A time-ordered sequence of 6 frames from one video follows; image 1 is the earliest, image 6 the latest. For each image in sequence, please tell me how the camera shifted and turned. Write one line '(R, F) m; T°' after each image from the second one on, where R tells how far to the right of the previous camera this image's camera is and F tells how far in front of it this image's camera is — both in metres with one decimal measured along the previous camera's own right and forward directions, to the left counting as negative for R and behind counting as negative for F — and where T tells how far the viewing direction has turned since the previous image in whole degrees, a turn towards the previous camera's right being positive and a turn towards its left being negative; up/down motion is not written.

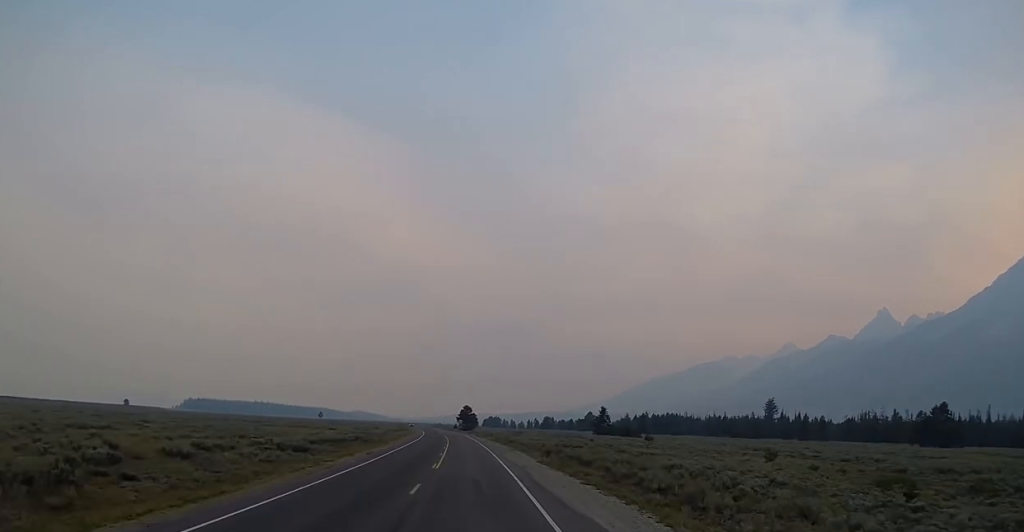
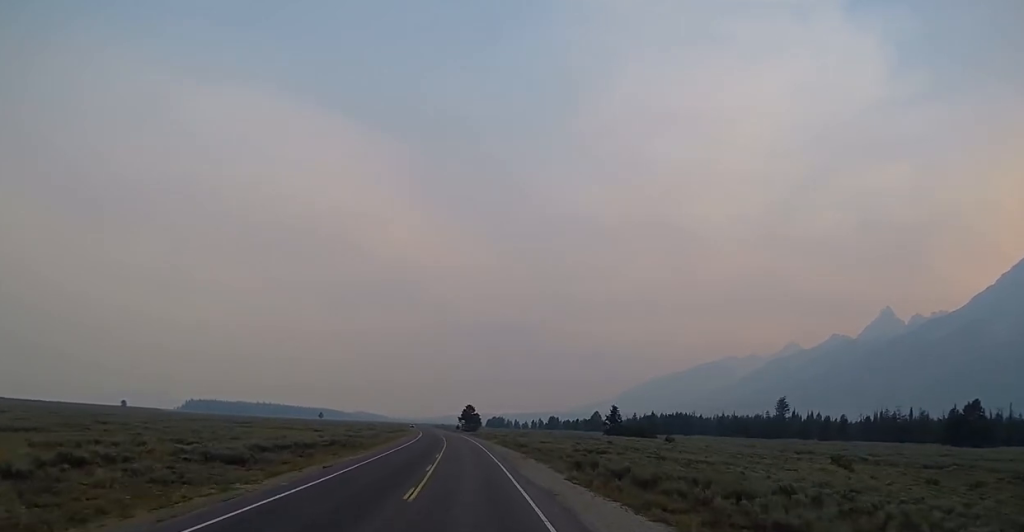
(-0.3, +12.8) m; 0°
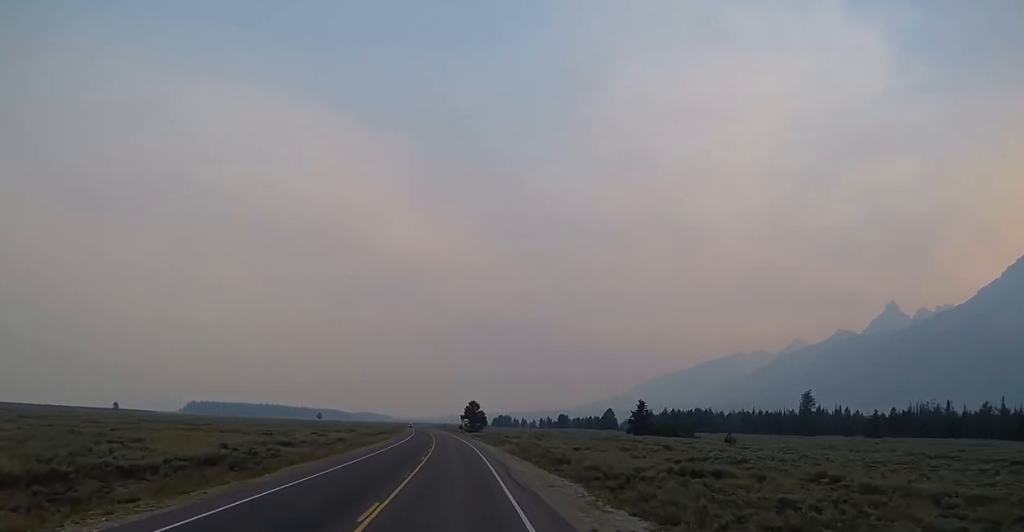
(-0.1, +29.6) m; -1°
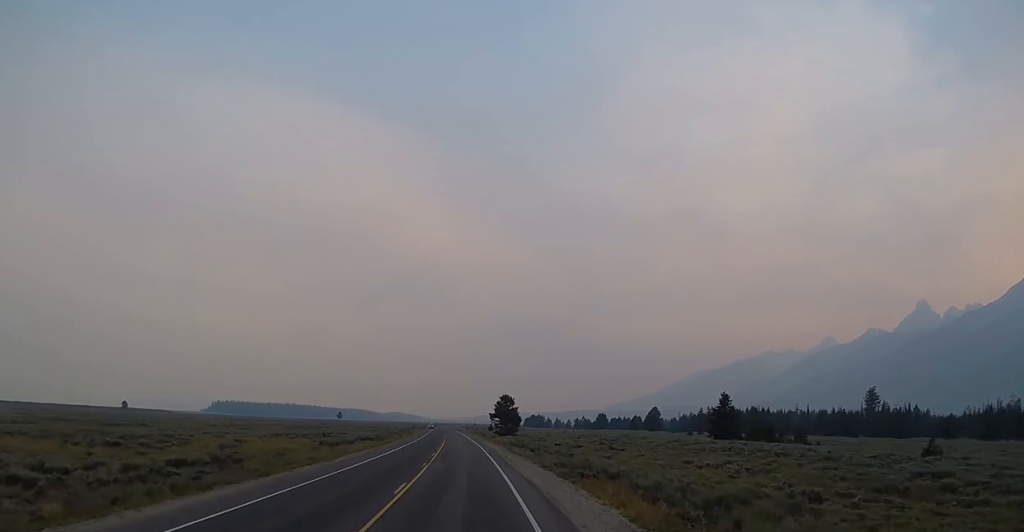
(-0.7, +41.8) m; -2°
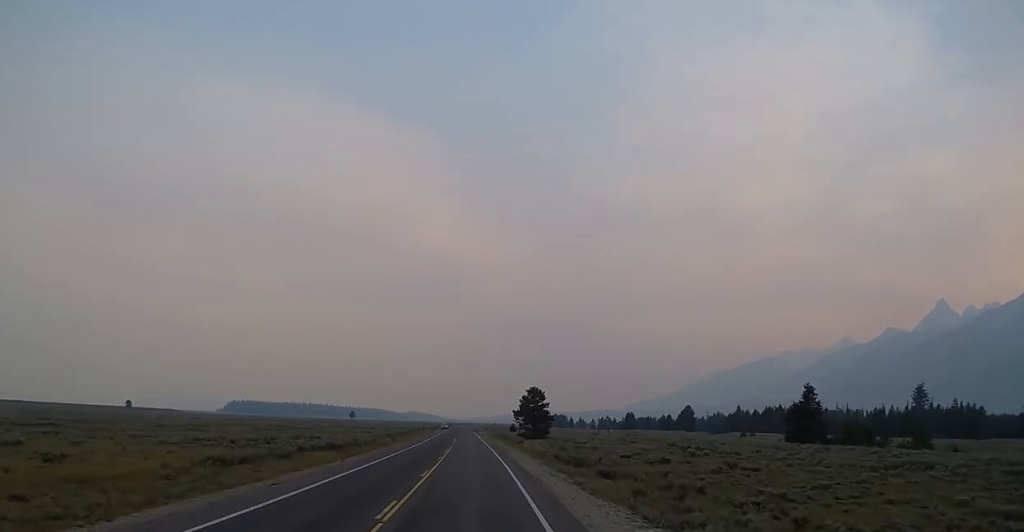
(-0.6, +29.1) m; -2°
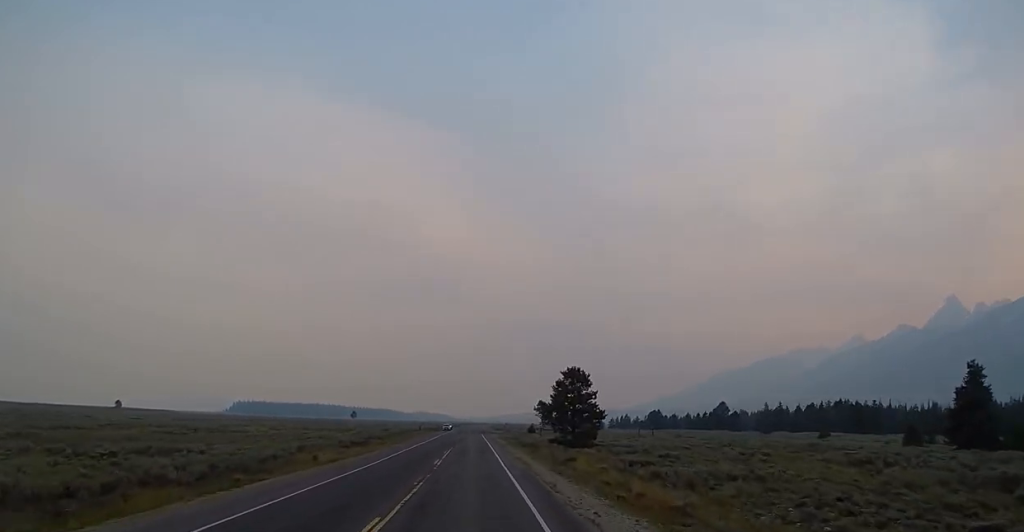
(-0.2, +40.9) m; -1°
